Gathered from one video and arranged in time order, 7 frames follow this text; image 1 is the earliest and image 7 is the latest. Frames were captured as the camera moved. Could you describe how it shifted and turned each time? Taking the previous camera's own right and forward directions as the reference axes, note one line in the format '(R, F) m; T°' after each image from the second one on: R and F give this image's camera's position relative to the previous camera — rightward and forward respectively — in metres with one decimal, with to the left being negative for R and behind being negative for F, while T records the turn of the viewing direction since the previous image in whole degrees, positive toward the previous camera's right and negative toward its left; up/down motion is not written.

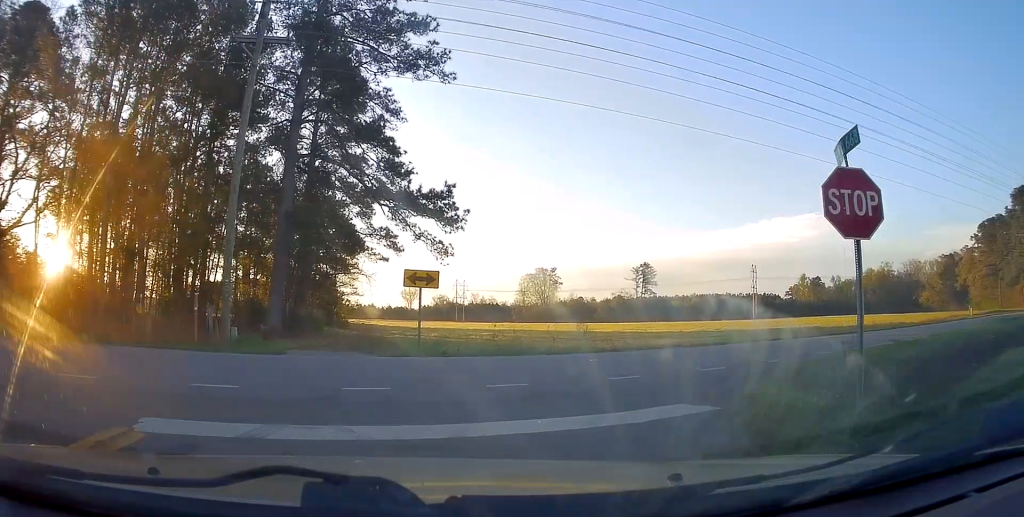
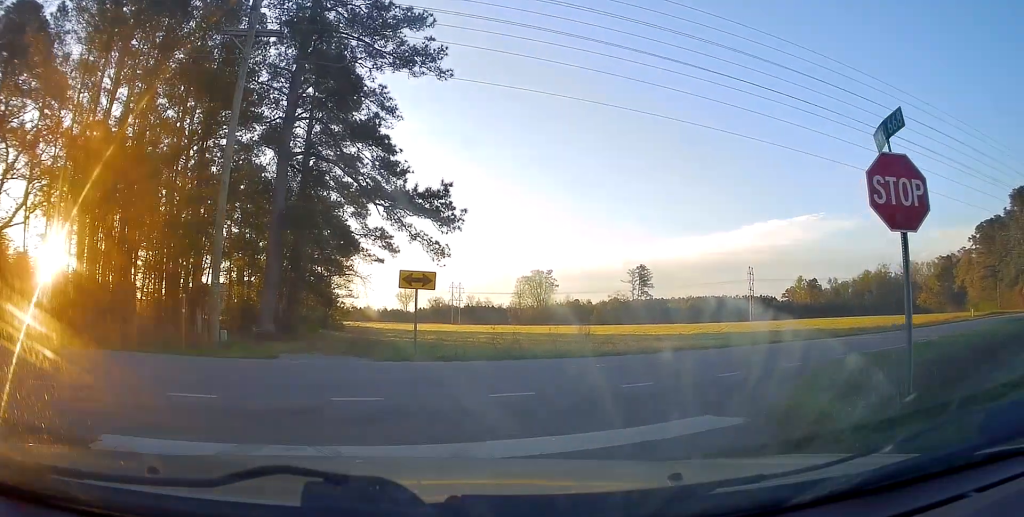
(+0.1, +1.9) m; +2°
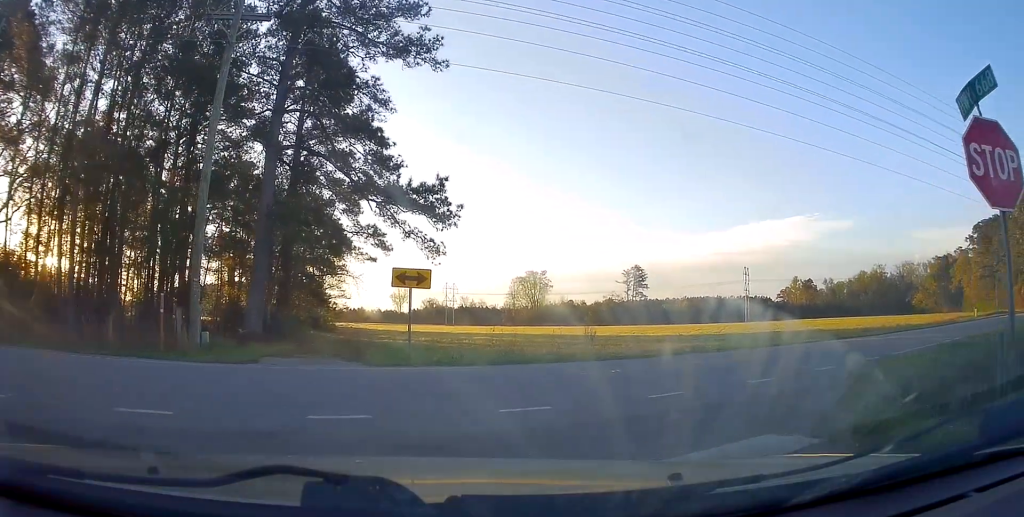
(+0.2, +2.9) m; +6°
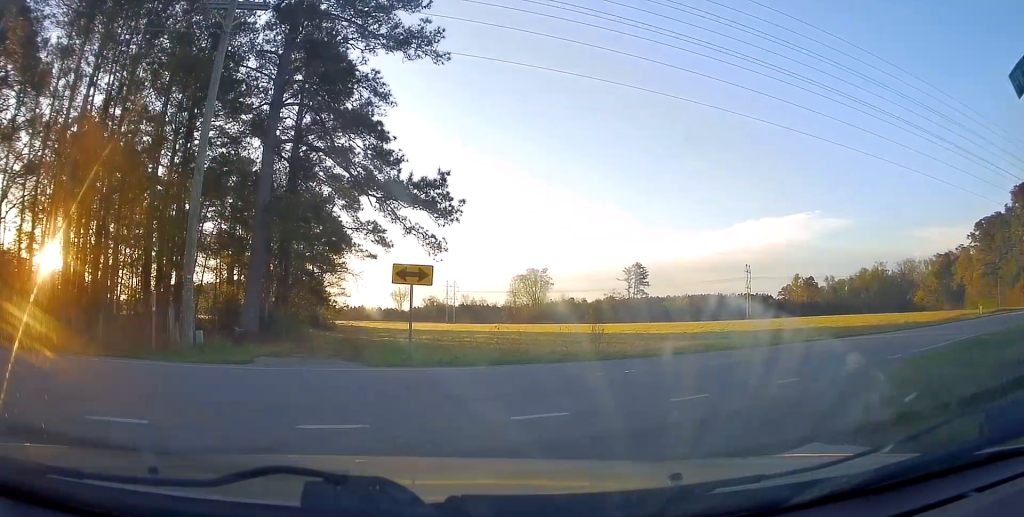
(+0.1, +1.3) m; +3°
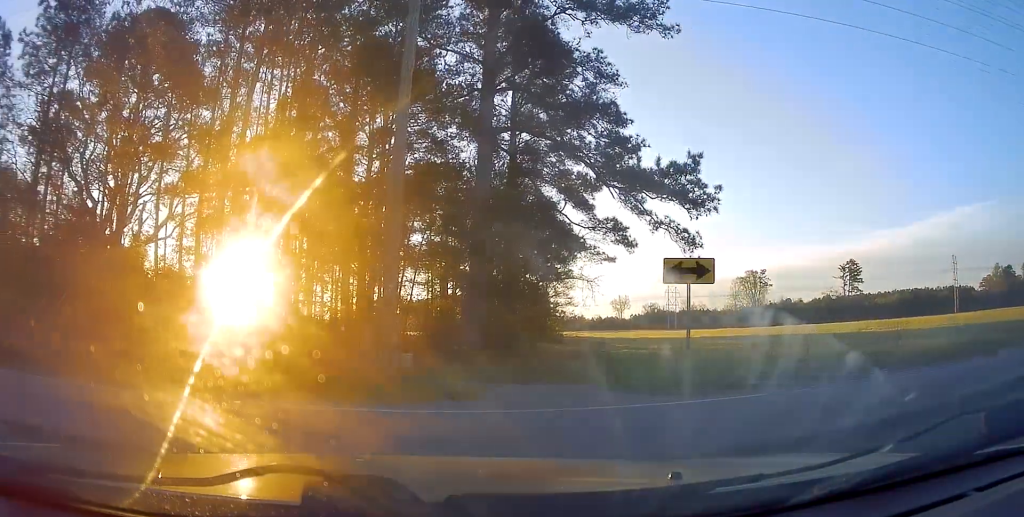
(0.0, +3.8) m; -22°
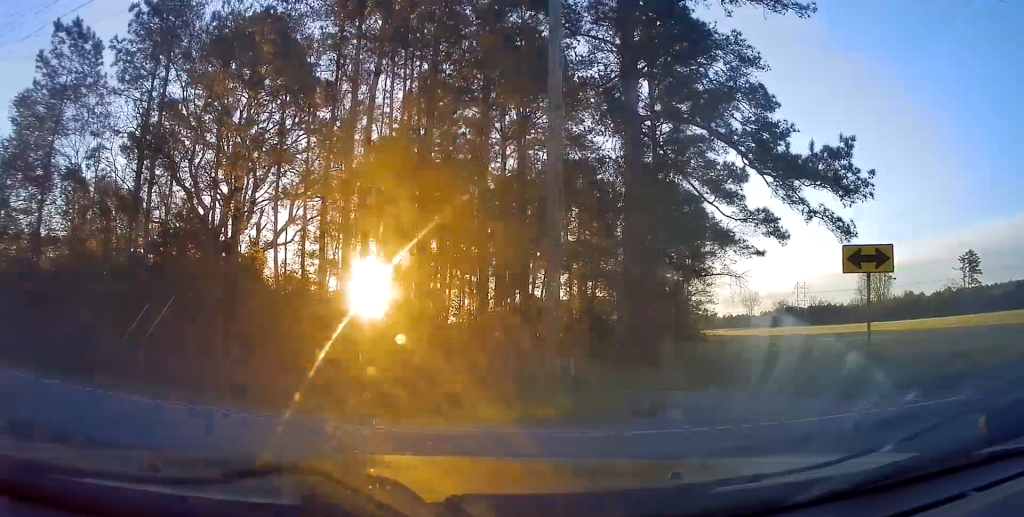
(-0.1, +0.7) m; -17°
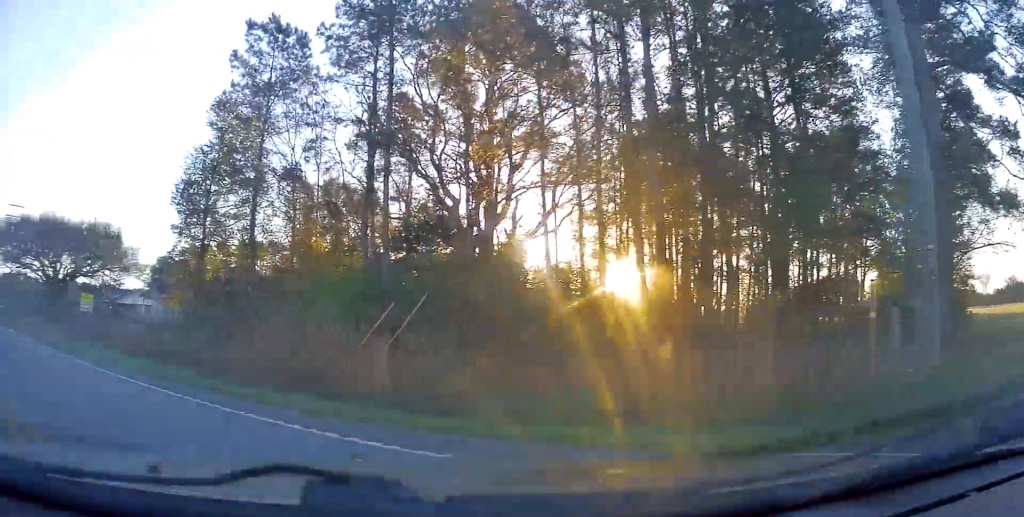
(-0.3, +1.3) m; -17°
